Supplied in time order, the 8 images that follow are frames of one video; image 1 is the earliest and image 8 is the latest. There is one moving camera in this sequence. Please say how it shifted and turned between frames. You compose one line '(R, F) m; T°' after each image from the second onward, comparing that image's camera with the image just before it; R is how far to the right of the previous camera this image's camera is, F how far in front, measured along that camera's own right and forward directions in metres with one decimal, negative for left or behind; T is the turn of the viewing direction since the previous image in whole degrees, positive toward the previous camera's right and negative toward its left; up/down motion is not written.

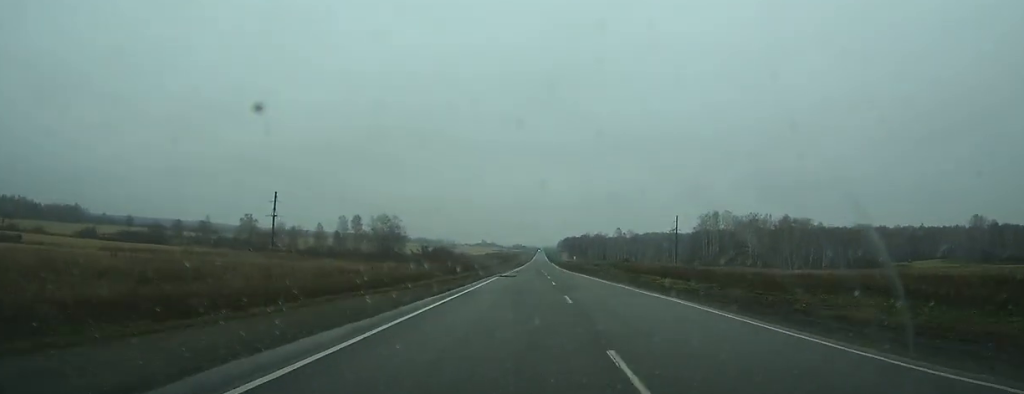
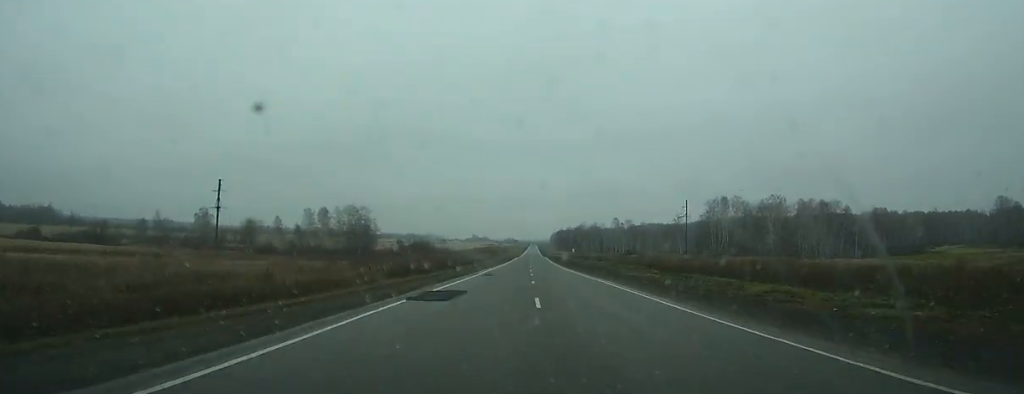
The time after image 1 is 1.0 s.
(-0.1, +26.1) m; 0°
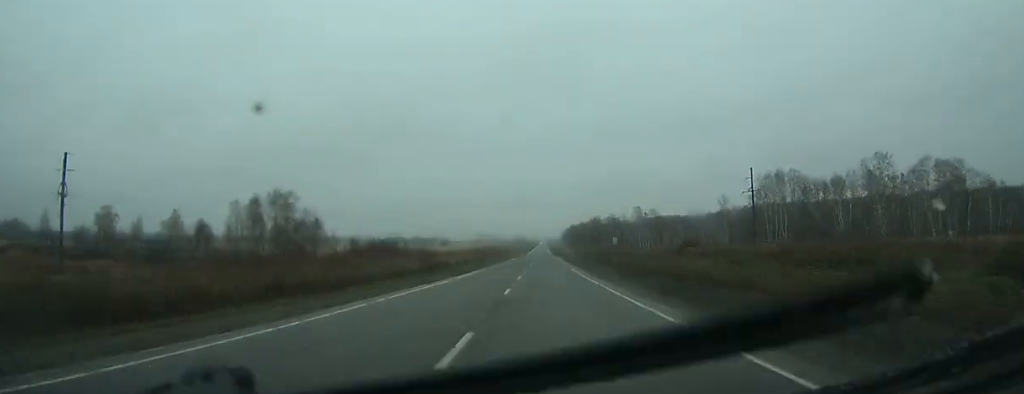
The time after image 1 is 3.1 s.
(+0.4, +54.1) m; 0°
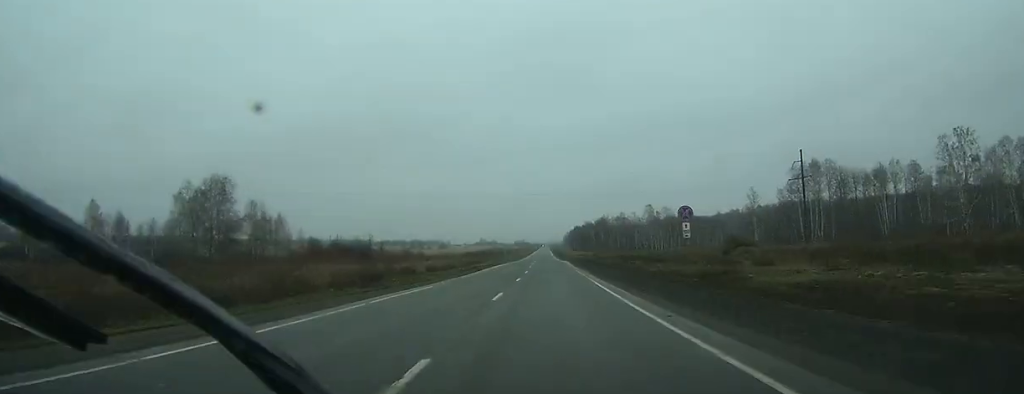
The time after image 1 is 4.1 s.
(0.0, +28.3) m; 0°
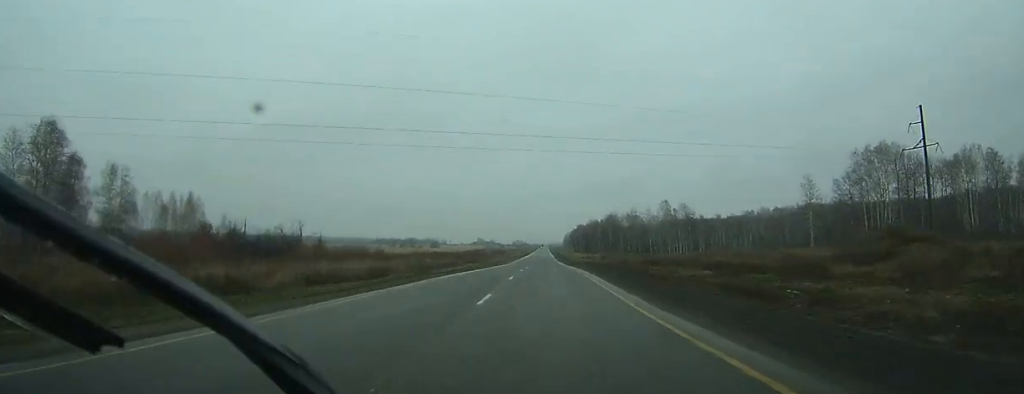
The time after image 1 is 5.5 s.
(-0.1, +41.3) m; 0°
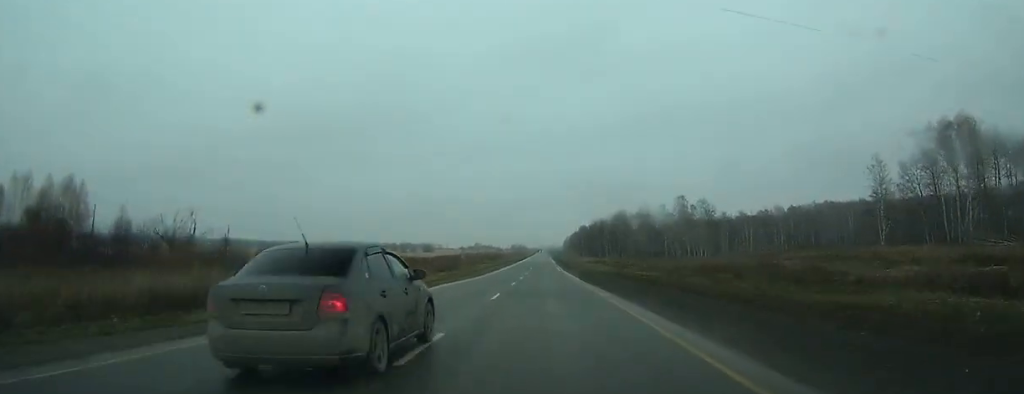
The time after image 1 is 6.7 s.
(-0.1, +33.5) m; 0°
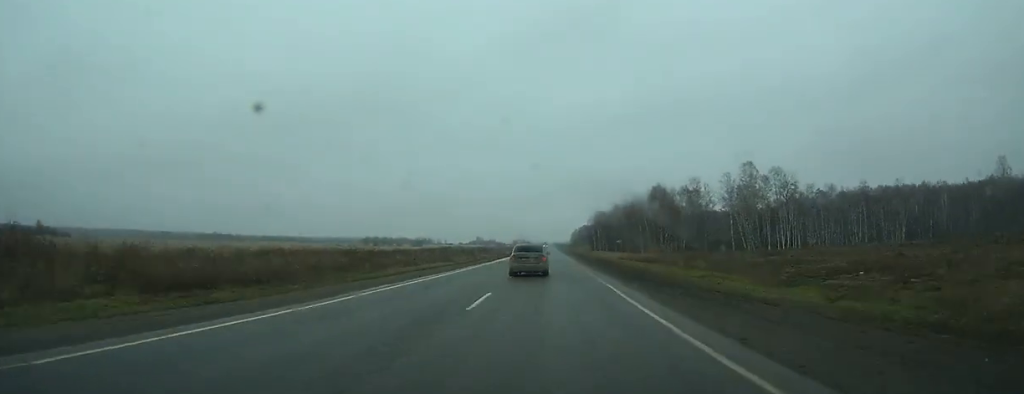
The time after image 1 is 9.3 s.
(-0.1, +68.1) m; 0°
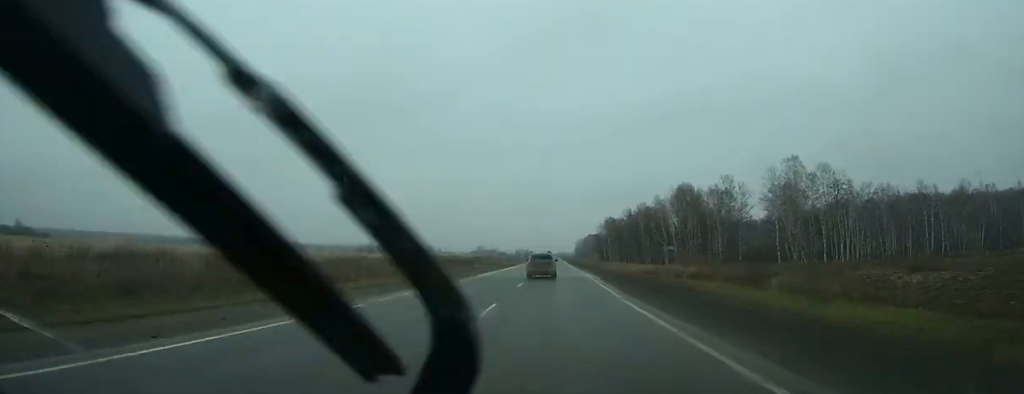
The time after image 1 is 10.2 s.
(0.0, +24.3) m; 0°
